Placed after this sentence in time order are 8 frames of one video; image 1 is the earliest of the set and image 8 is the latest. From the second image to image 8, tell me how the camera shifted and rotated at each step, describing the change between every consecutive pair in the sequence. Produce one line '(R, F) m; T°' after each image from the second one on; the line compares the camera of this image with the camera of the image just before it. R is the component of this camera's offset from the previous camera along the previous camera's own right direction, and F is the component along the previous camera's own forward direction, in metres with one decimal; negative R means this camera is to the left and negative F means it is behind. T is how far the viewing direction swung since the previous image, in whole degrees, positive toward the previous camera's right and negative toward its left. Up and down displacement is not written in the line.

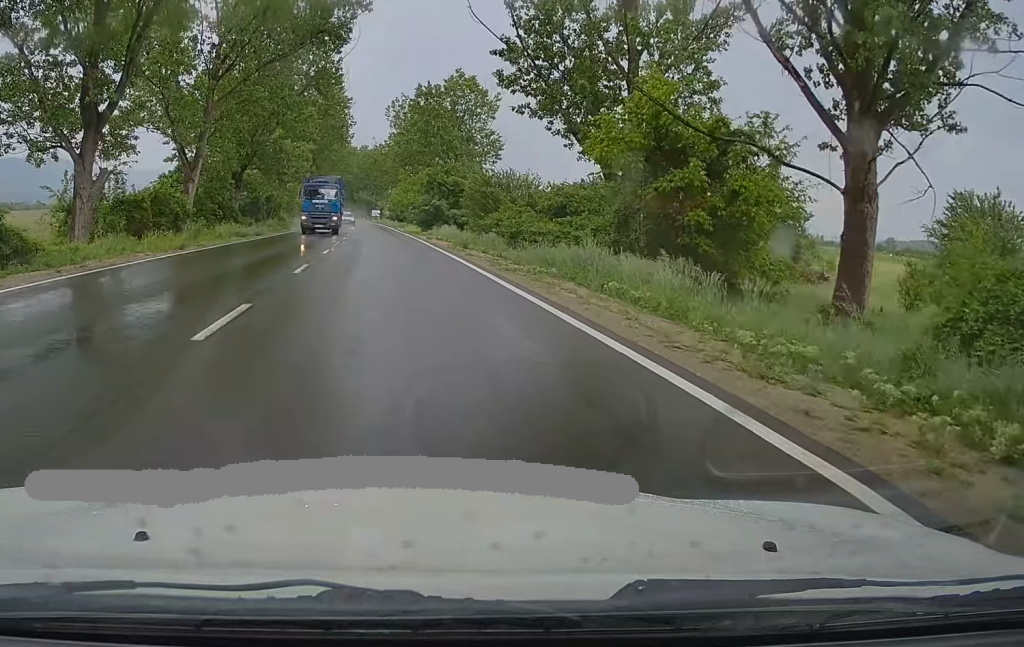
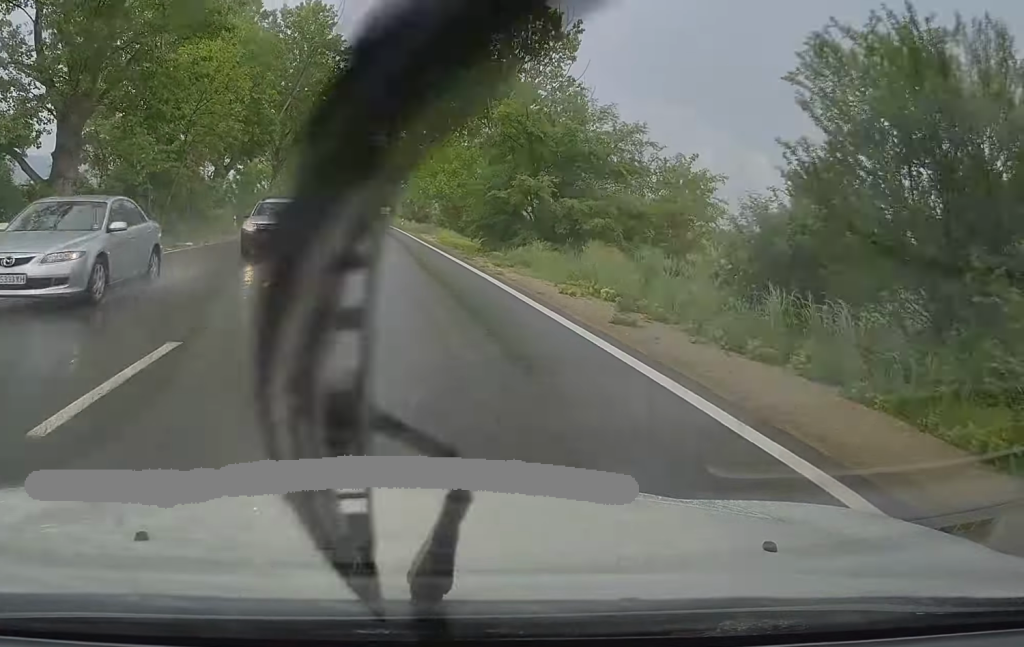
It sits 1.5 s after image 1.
(0.0, +38.8) m; -1°
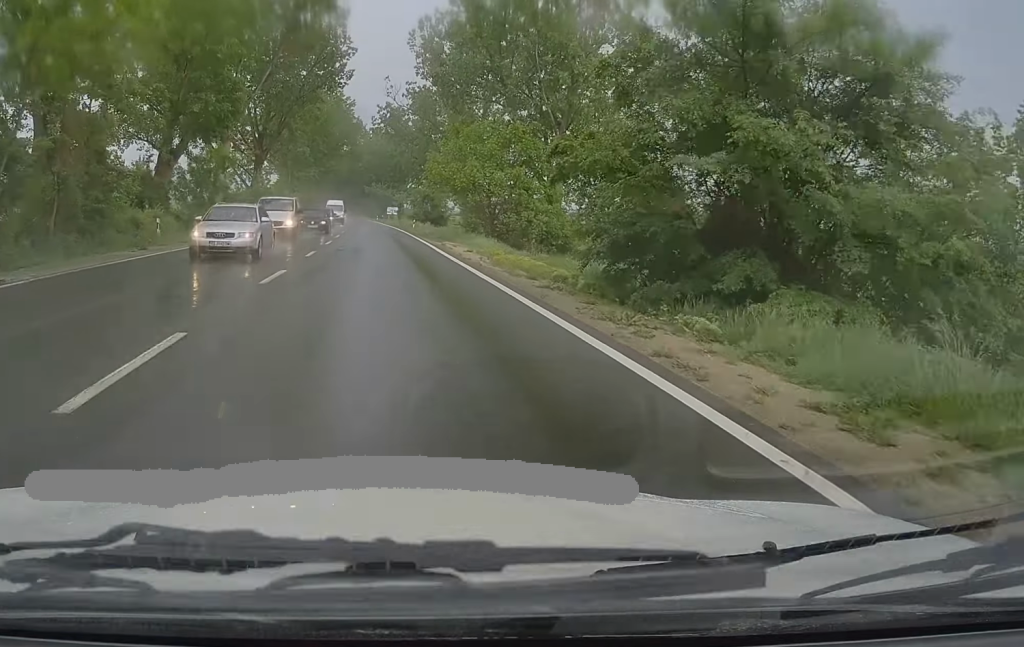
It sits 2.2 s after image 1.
(-0.2, +17.5) m; -1°
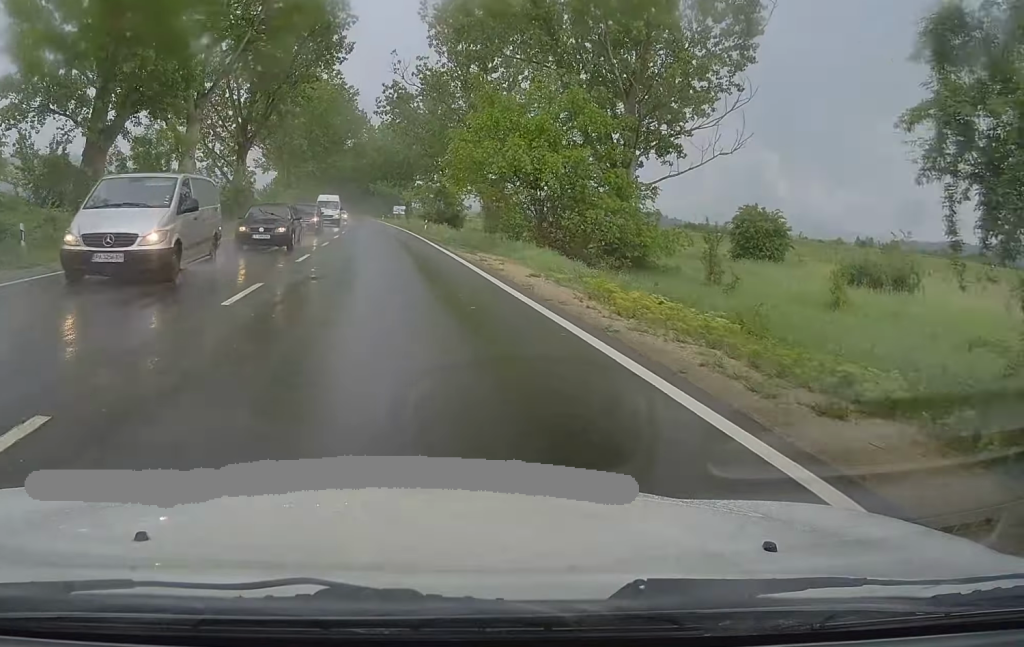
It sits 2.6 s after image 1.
(-0.1, +12.3) m; 0°
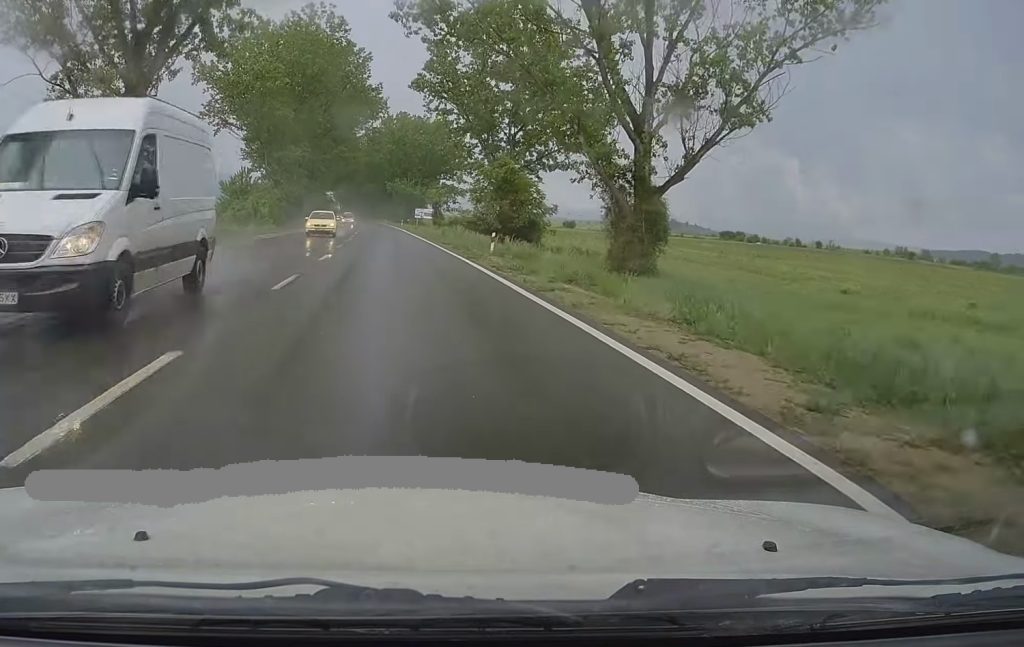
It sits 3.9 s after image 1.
(0.0, +33.3) m; 0°
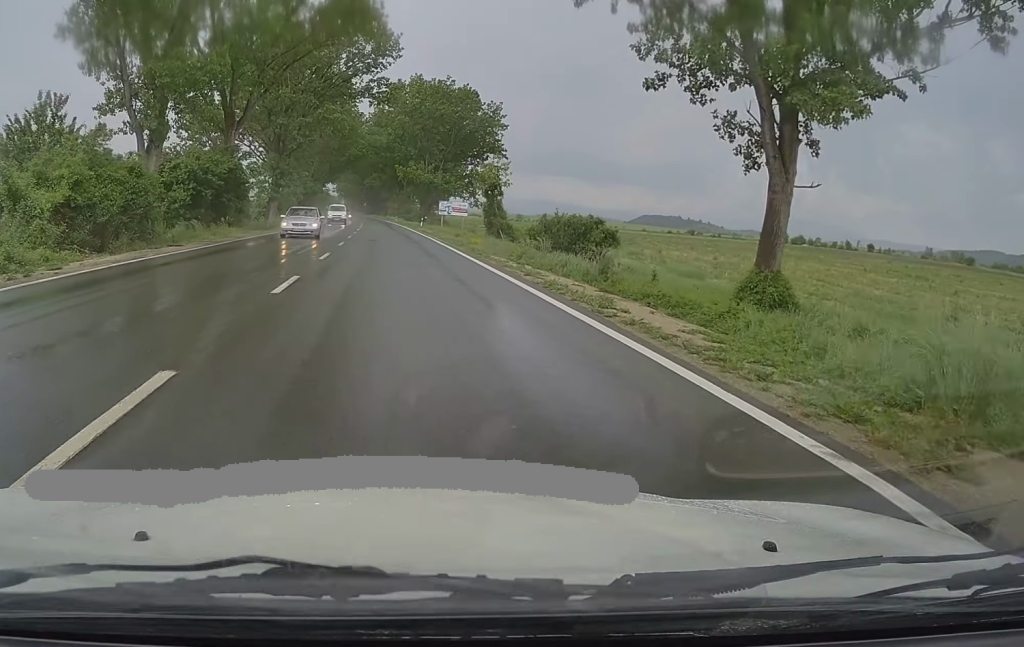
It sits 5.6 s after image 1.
(0.0, +45.6) m; 0°
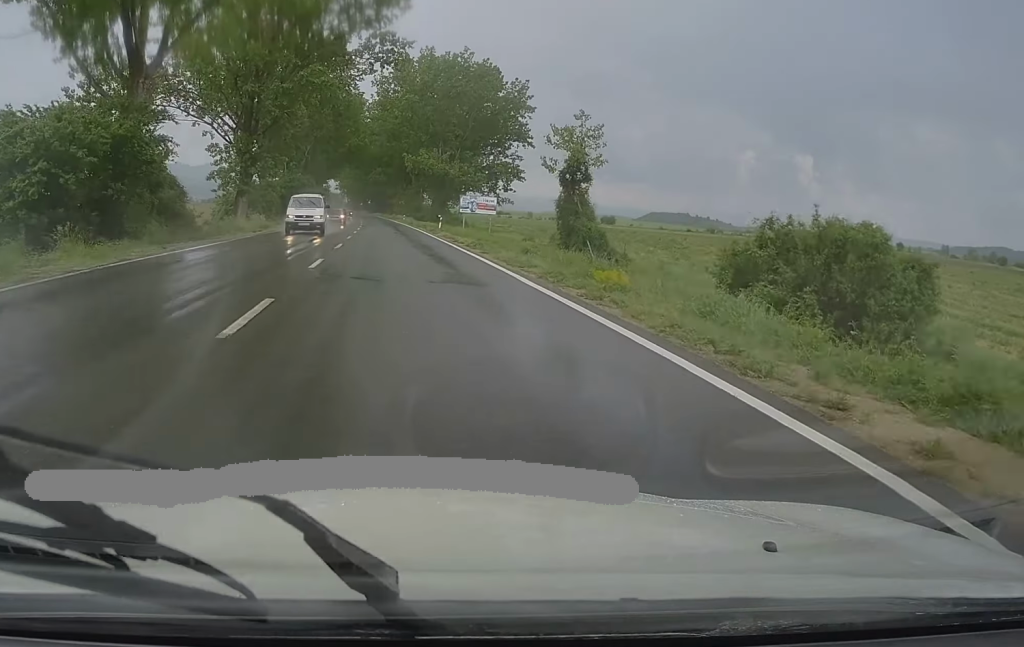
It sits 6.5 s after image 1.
(0.0, +22.0) m; -1°
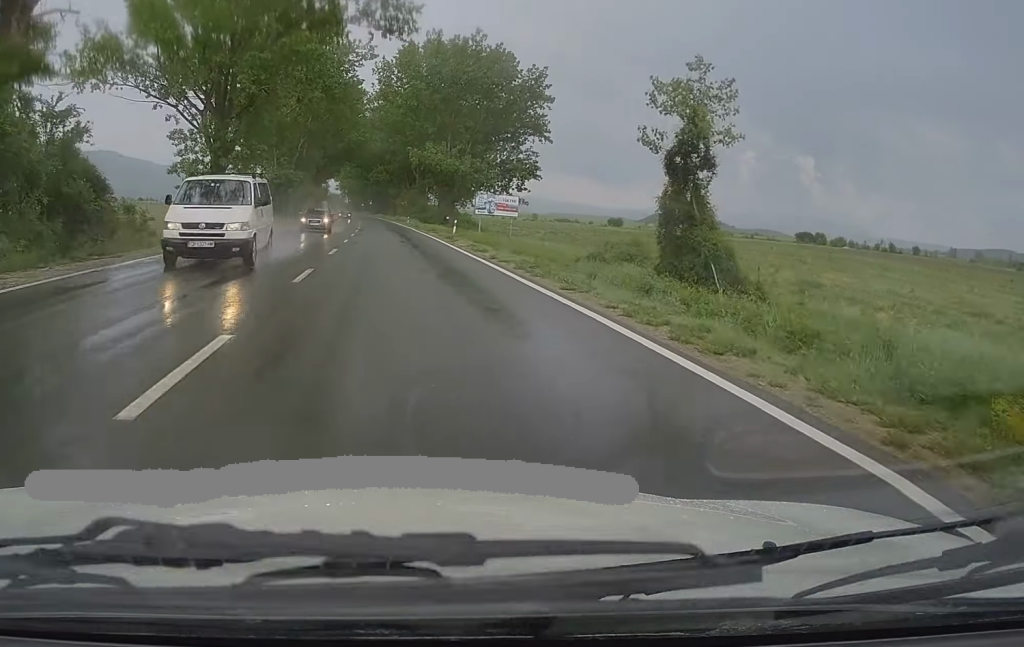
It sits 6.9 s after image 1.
(0.0, +12.3) m; -1°
